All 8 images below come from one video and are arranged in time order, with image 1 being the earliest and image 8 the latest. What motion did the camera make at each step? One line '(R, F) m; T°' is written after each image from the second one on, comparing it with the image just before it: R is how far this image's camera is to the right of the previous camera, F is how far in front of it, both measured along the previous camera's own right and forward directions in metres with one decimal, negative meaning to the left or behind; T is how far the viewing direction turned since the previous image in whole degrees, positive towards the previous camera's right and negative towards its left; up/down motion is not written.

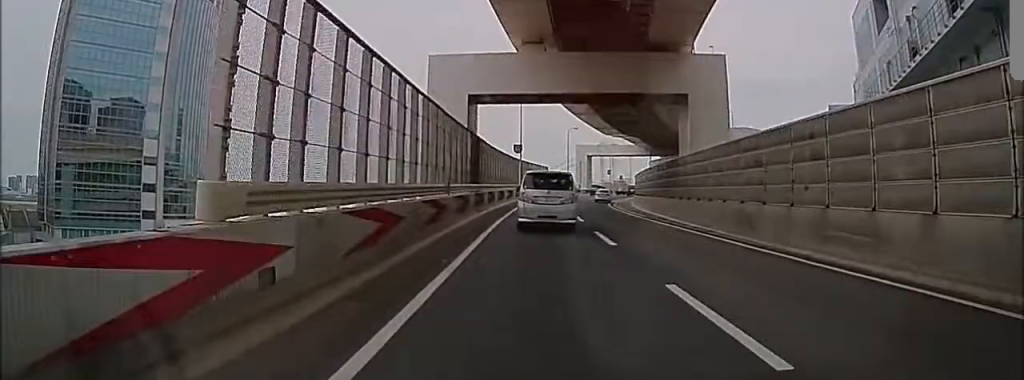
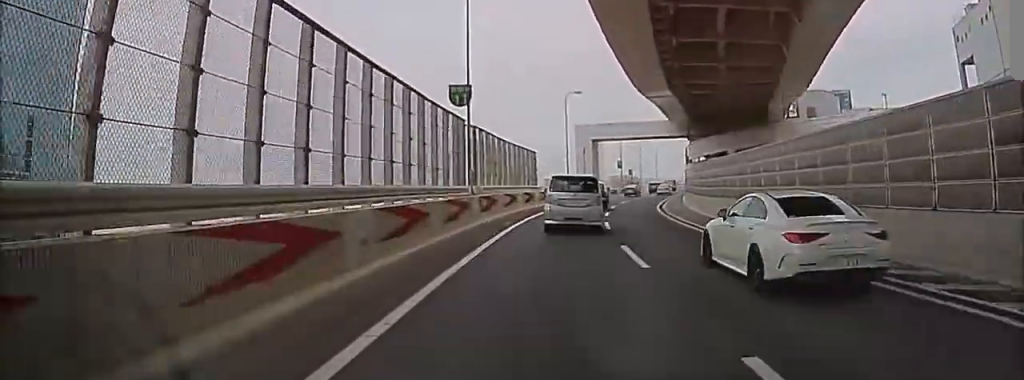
(+5.0, +34.6) m; +18°
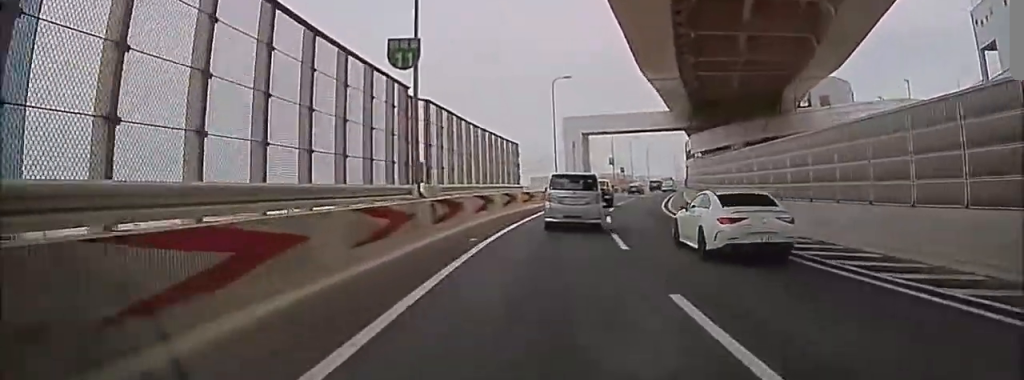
(0.0, +7.1) m; 0°
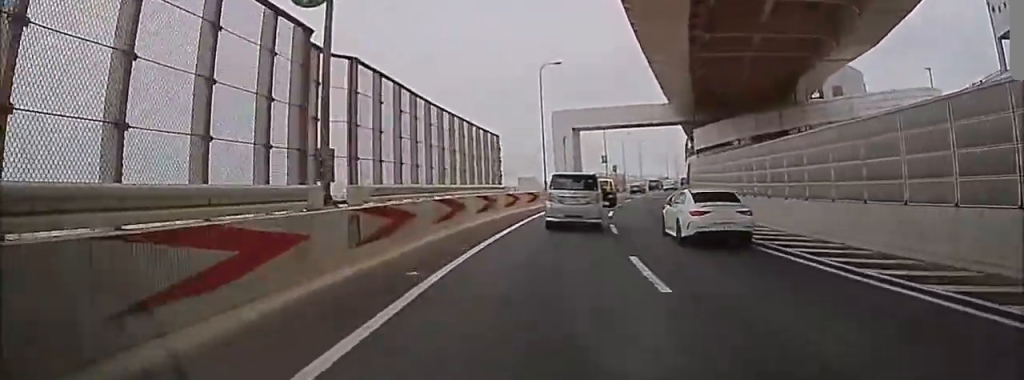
(-0.3, +5.3) m; -1°
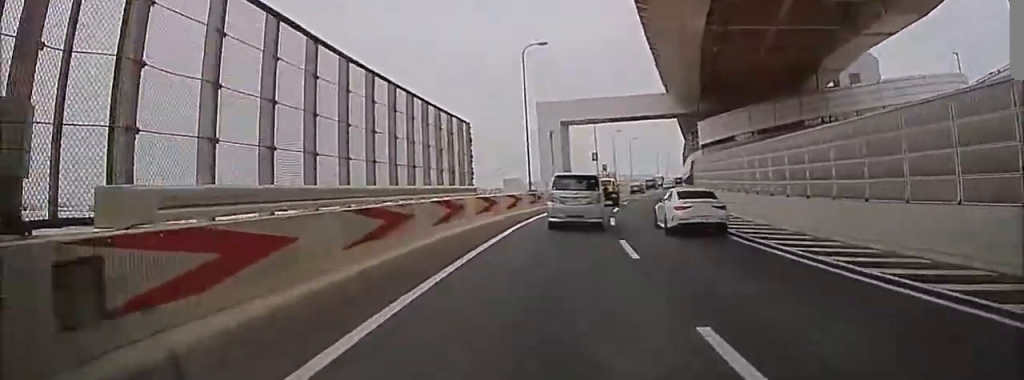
(-0.1, +5.7) m; +1°
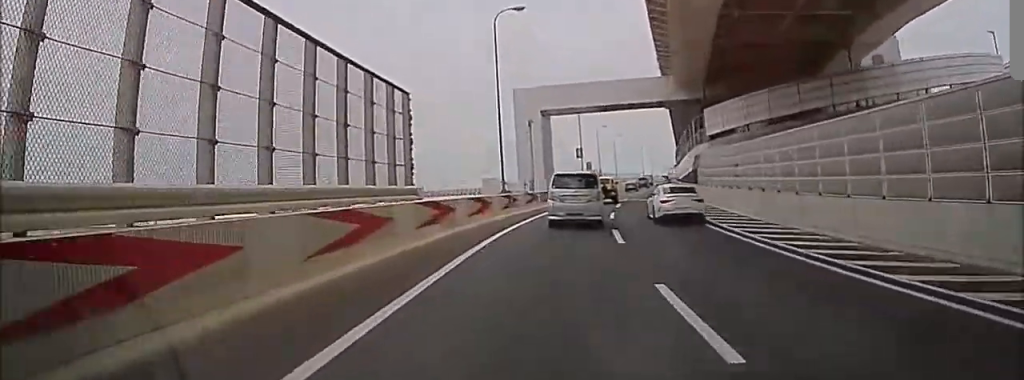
(0.0, +6.6) m; +3°
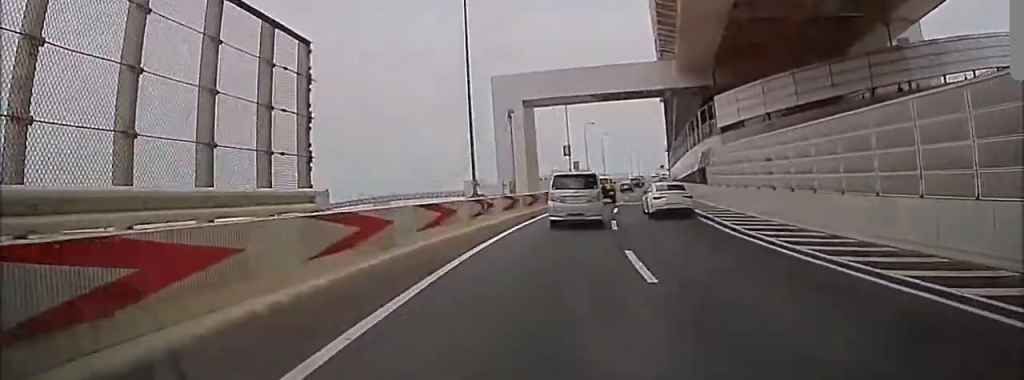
(+0.2, +6.1) m; +2°
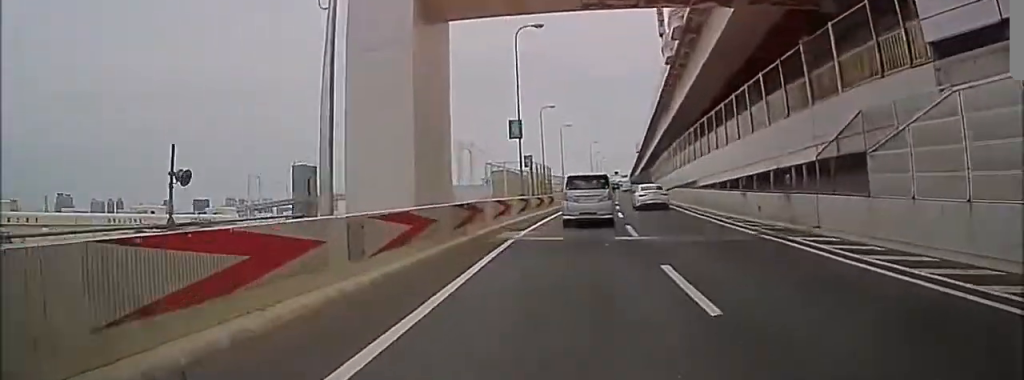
(+0.7, +22.6) m; +3°
